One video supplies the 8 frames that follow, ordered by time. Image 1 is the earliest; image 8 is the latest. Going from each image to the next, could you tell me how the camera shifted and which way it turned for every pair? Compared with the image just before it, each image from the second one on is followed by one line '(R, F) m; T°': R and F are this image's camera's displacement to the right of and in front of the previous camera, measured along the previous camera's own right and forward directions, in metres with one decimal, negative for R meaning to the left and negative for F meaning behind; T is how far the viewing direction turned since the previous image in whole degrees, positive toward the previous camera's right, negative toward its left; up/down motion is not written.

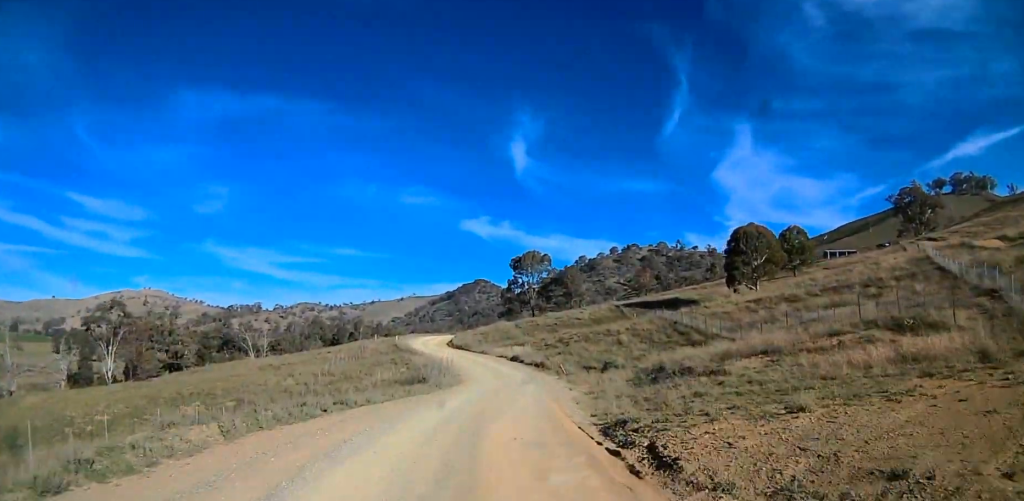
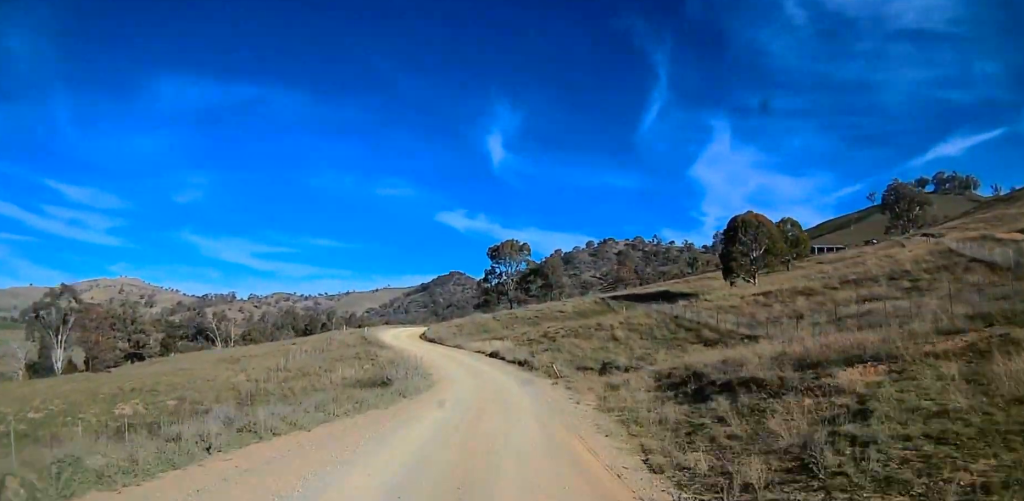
(0.0, +7.6) m; +3°
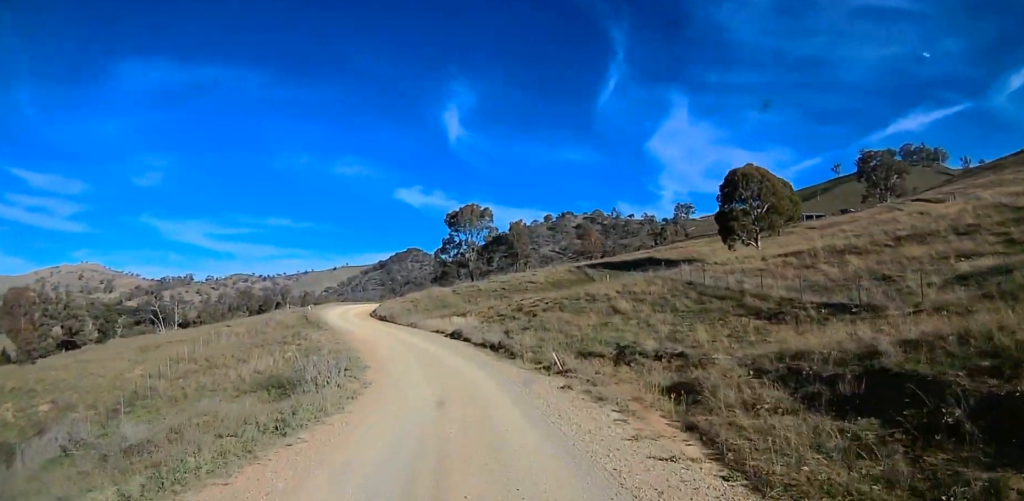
(+0.8, +14.2) m; 0°
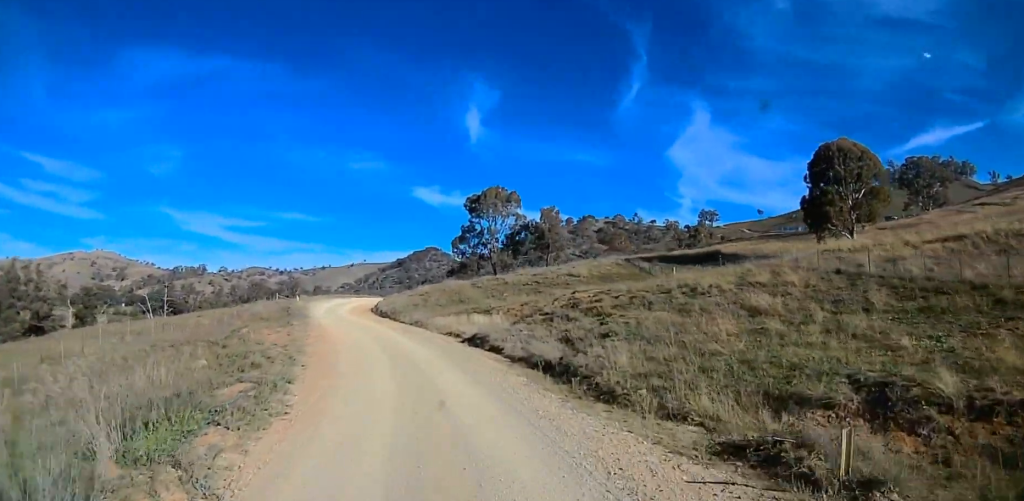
(-0.9, +17.7) m; -6°
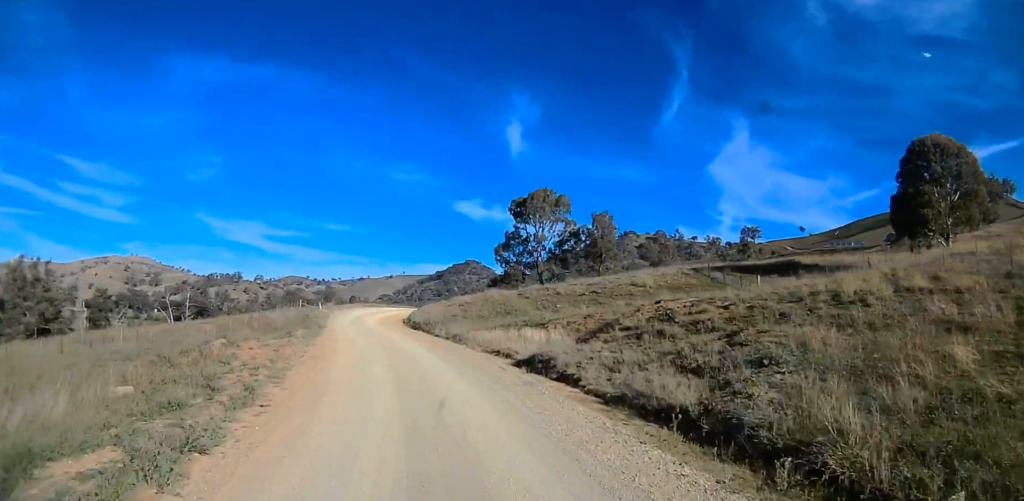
(-0.3, +9.0) m; -2°
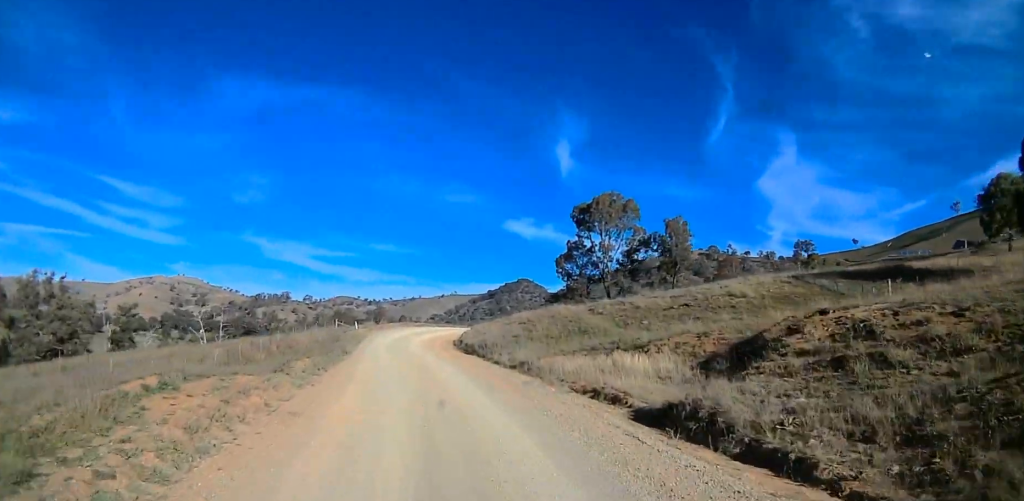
(-0.1, +10.0) m; -3°
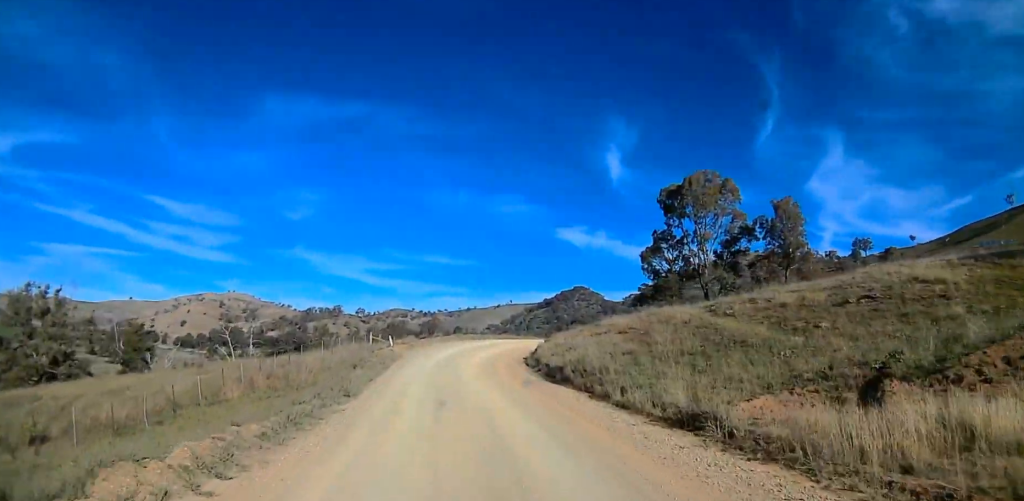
(-0.4, +15.0) m; -20°
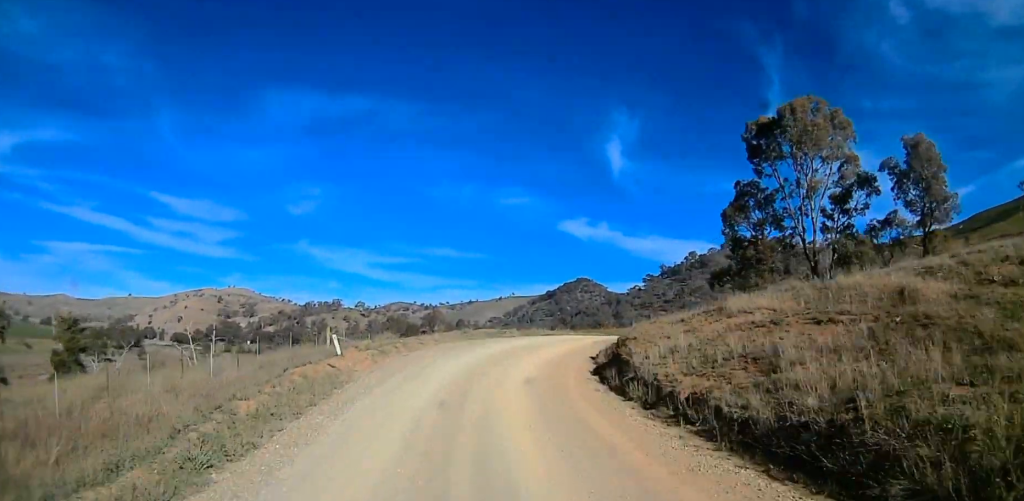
(-4.9, +20.2) m; +9°
